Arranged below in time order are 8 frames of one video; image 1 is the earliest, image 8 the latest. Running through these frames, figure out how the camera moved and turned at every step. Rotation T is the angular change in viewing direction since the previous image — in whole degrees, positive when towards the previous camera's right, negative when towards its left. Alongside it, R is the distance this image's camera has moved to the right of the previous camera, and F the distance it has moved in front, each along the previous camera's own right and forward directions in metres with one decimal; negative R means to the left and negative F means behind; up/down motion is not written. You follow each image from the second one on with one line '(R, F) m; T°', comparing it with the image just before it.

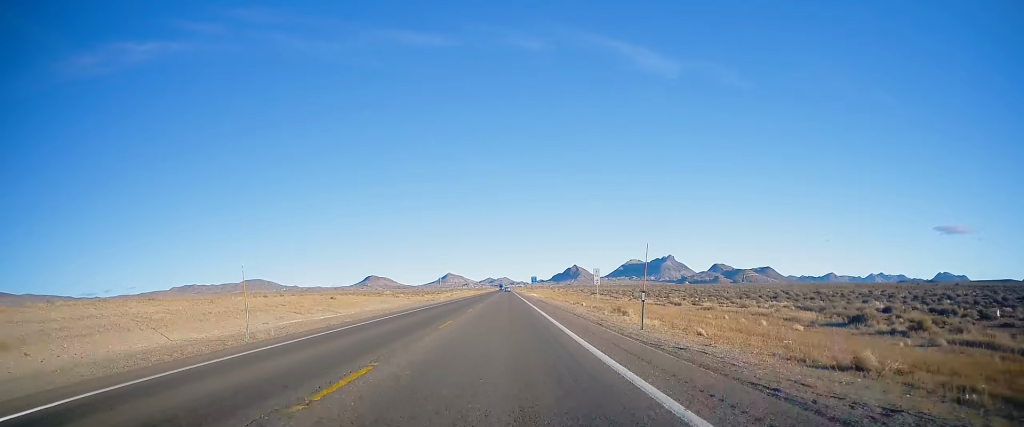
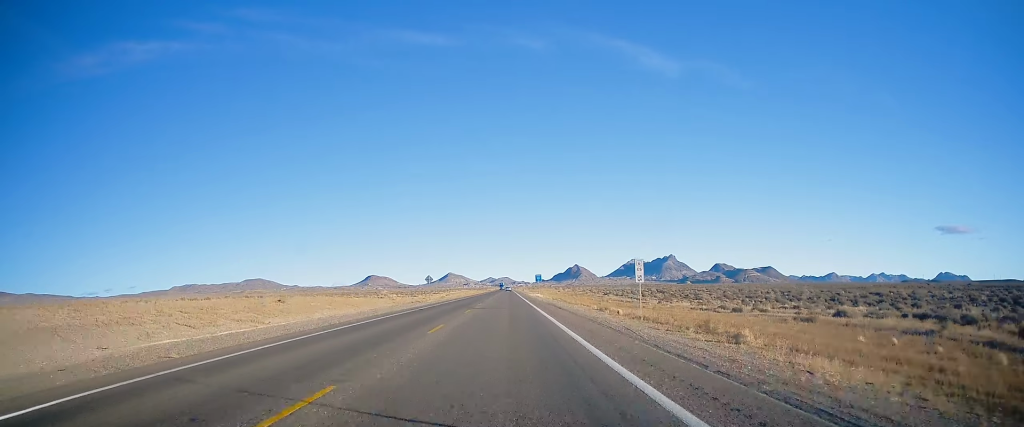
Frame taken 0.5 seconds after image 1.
(0.0, +14.7) m; 0°
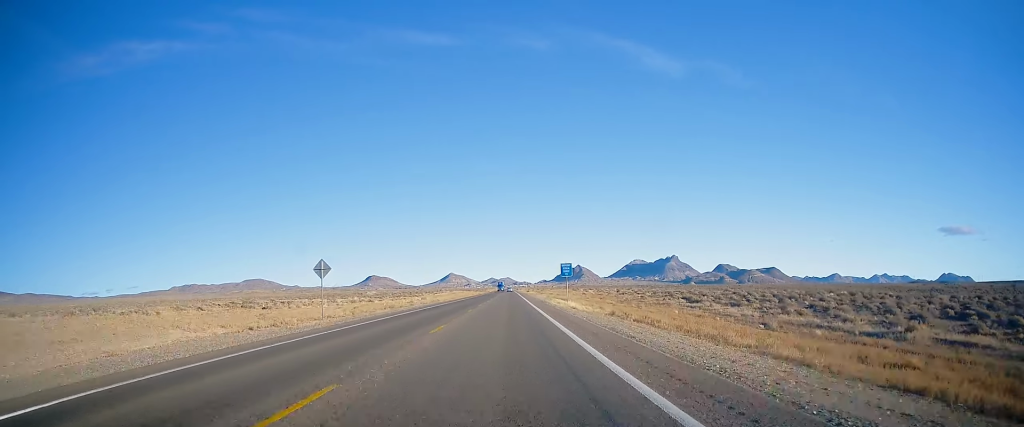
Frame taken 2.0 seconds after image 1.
(-0.9, +49.2) m; -1°
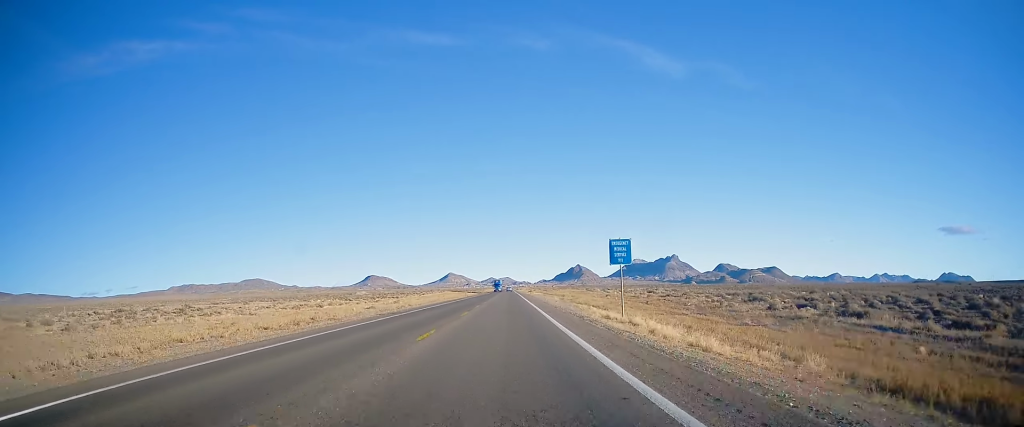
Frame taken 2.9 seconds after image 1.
(+0.6, +27.0) m; 0°
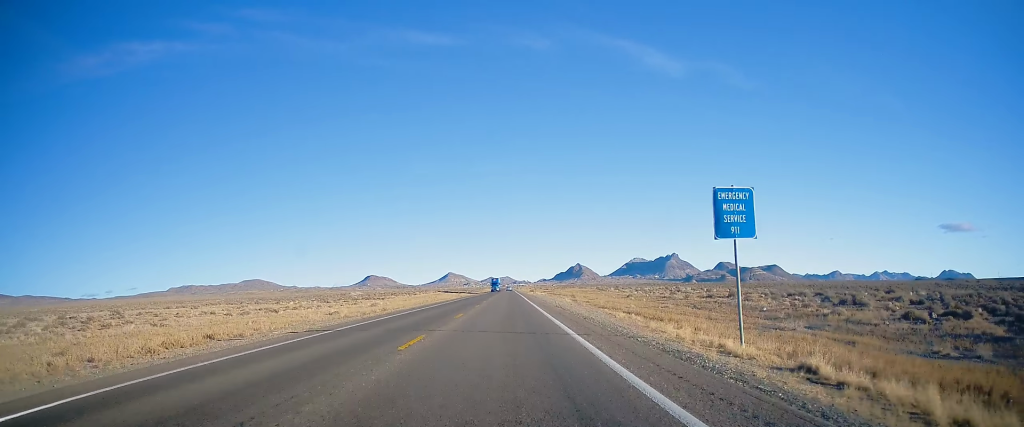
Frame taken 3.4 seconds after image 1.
(0.0, +14.4) m; 0°
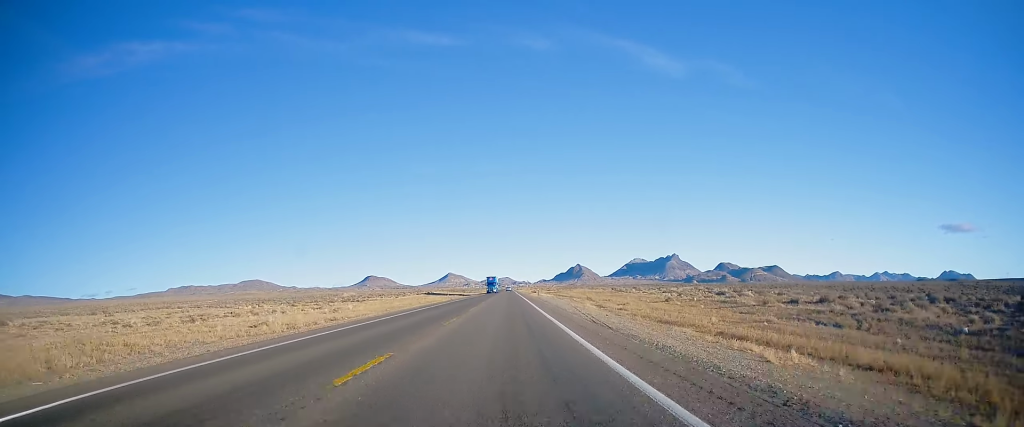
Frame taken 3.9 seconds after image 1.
(-0.3, +16.3) m; 0°
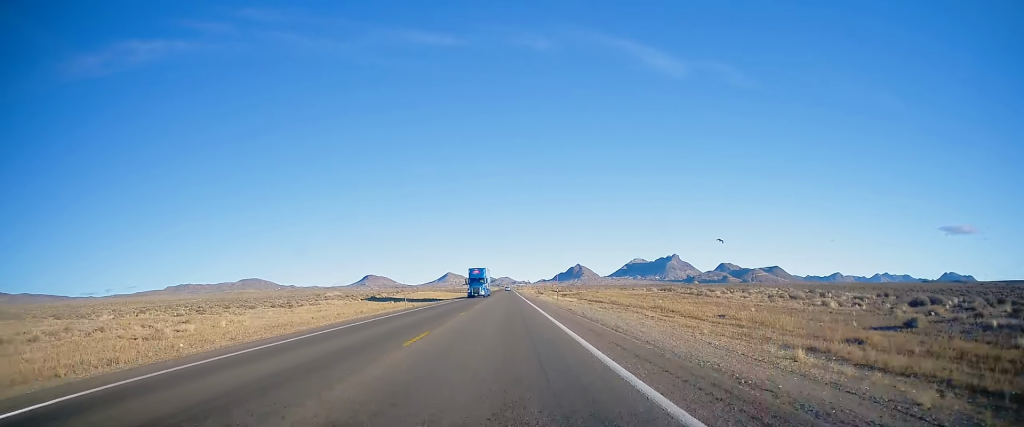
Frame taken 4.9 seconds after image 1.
(+0.3, +31.8) m; 0°
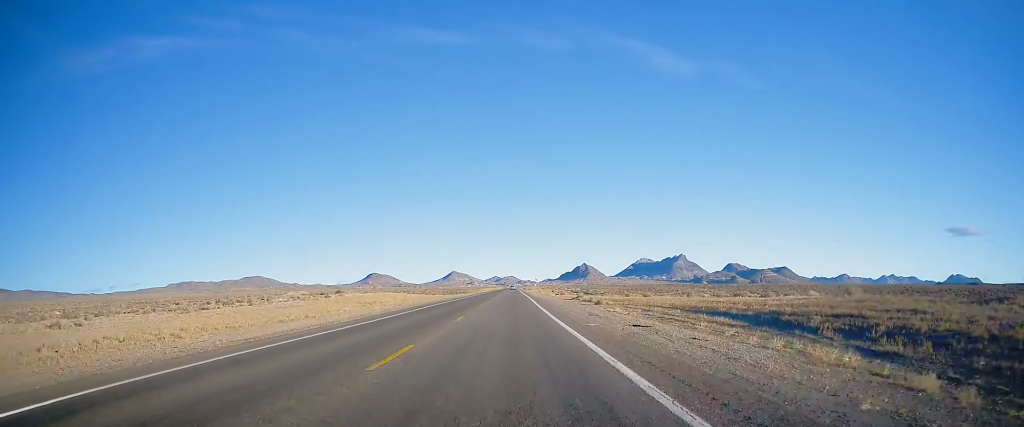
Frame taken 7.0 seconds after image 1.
(+0.1, +64.8) m; 0°
